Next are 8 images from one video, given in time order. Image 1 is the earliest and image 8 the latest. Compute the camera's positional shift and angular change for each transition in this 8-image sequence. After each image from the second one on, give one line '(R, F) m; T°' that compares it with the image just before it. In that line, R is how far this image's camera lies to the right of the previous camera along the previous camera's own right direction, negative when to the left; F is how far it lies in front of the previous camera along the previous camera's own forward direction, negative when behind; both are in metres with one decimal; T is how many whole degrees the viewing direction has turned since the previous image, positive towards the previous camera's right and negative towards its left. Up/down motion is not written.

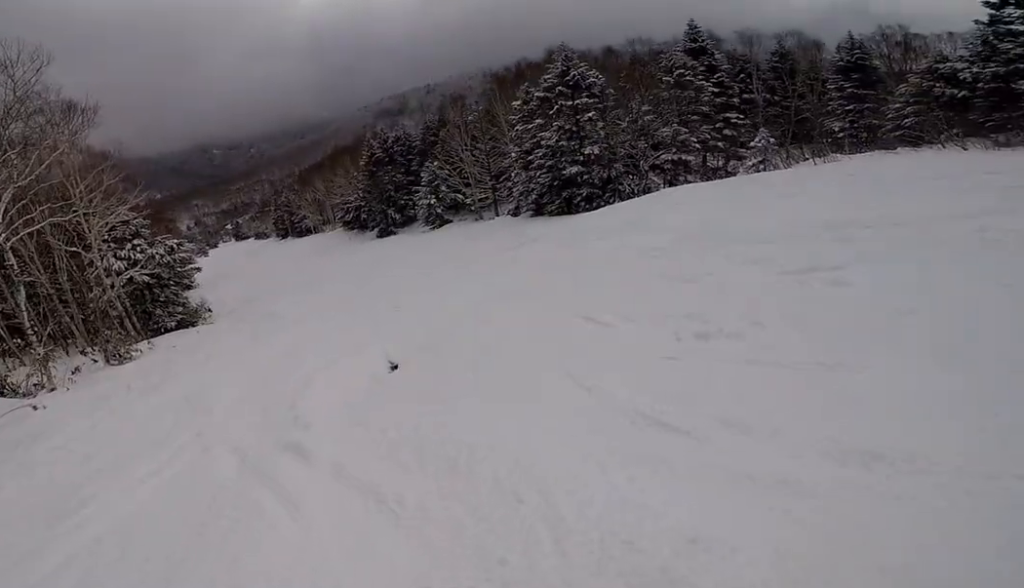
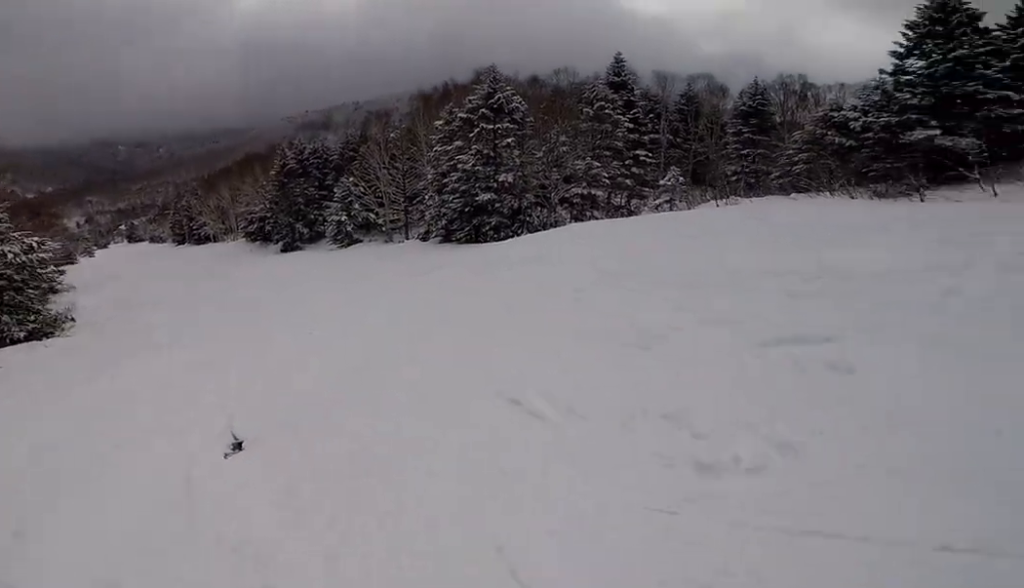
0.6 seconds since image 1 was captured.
(+0.5, +2.5) m; +9°
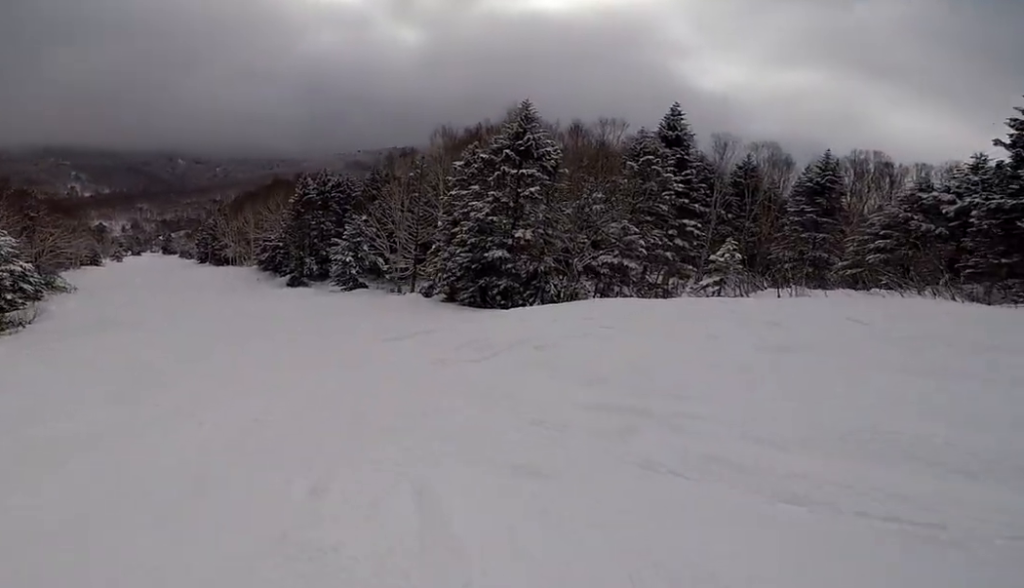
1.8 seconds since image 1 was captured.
(-0.6, +5.2) m; -30°
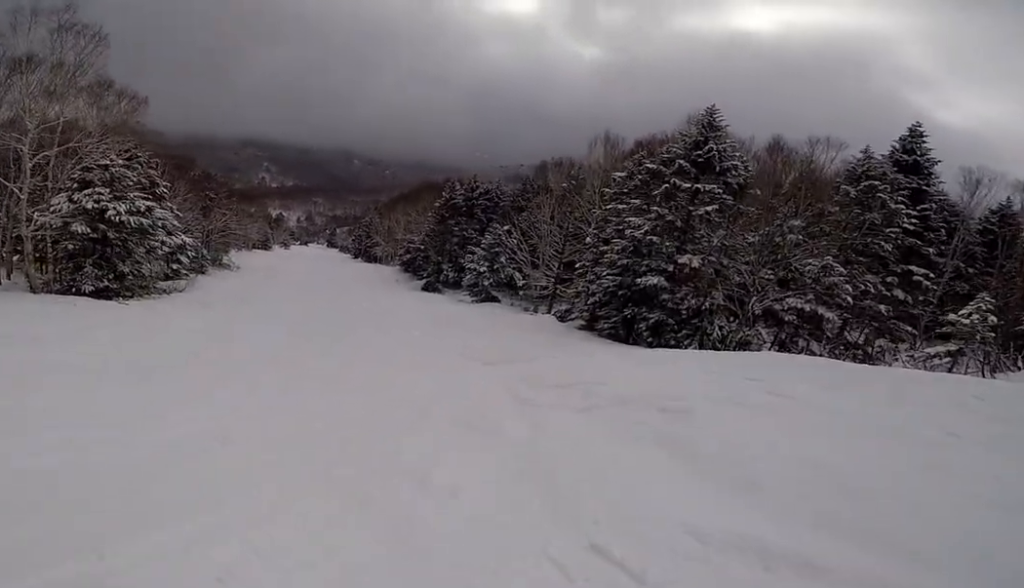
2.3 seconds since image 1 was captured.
(-0.4, +2.5) m; -26°
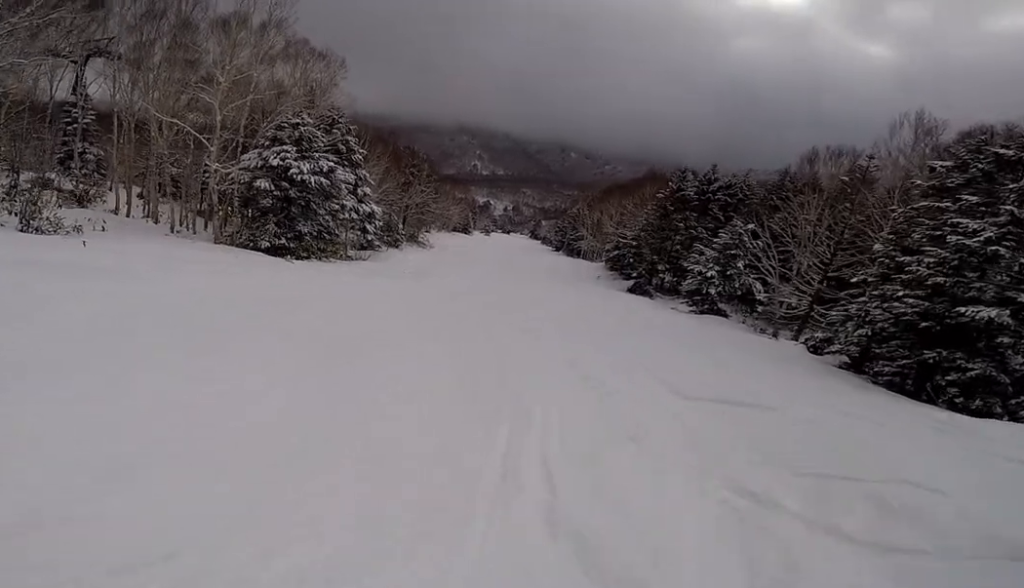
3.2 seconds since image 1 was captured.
(-1.5, +3.4) m; -8°
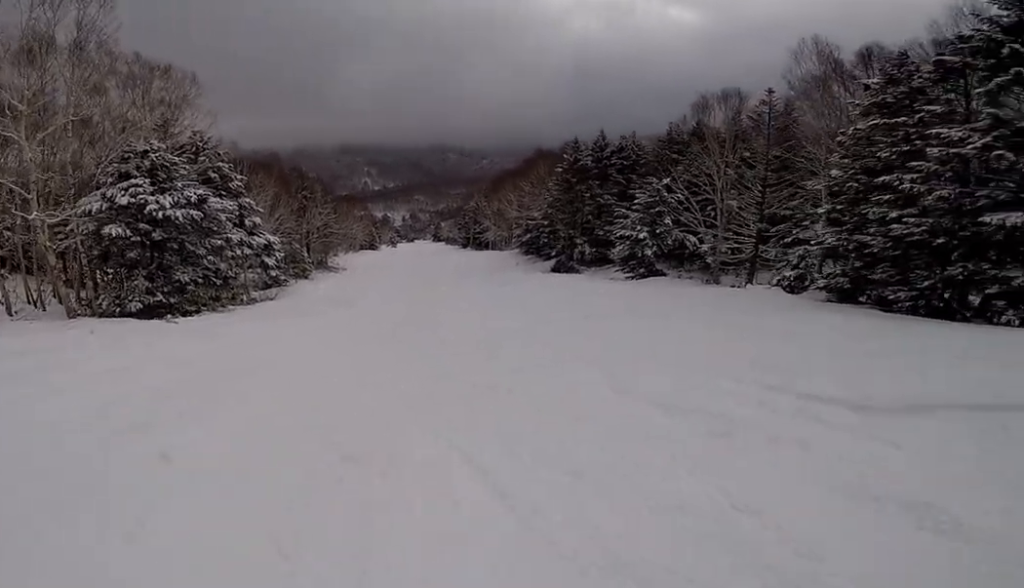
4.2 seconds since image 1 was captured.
(+0.8, +4.0) m; +18°
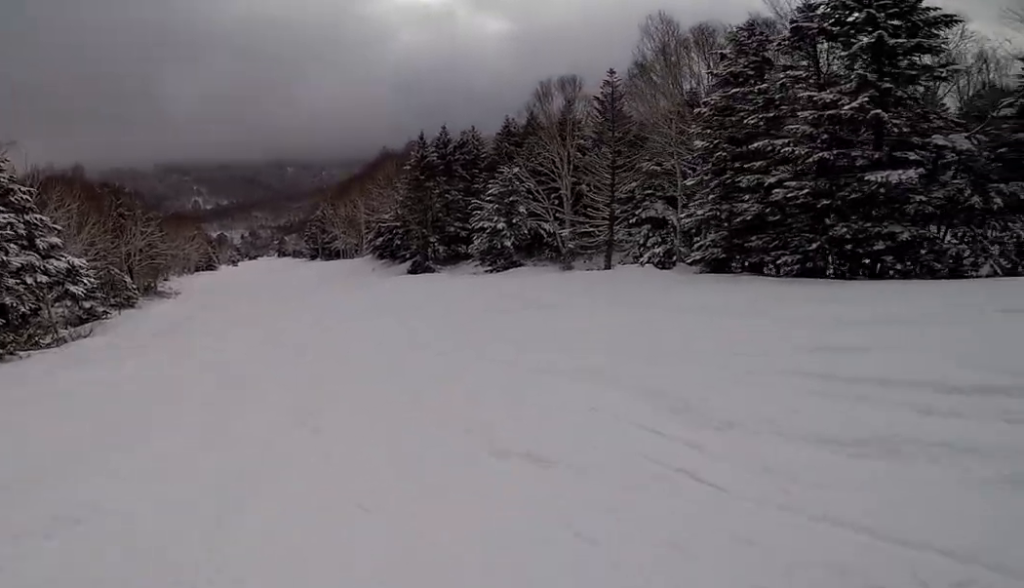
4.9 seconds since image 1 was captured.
(+0.4, +3.1) m; +8°
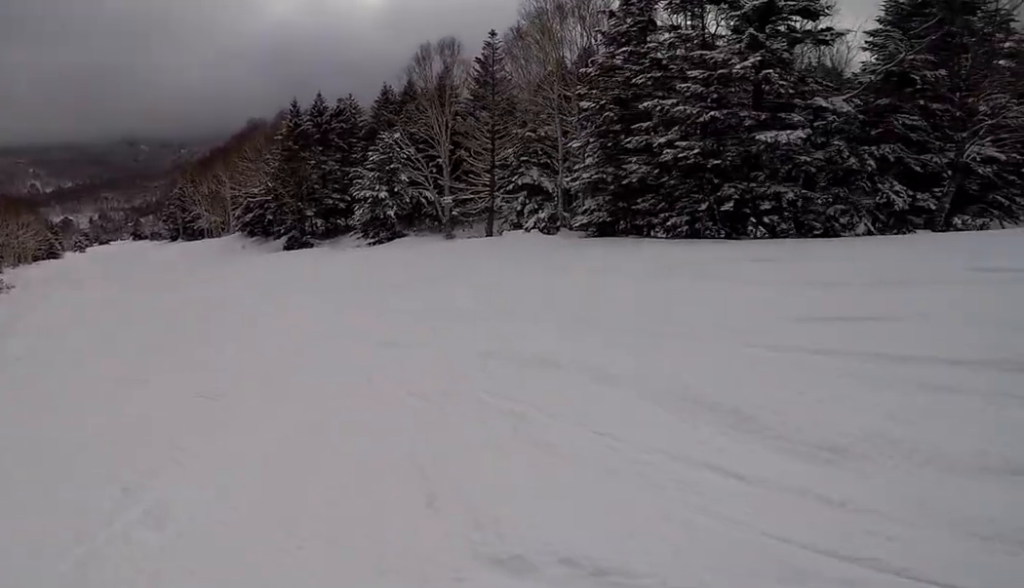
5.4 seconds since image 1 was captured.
(0.0, +1.9) m; 0°
